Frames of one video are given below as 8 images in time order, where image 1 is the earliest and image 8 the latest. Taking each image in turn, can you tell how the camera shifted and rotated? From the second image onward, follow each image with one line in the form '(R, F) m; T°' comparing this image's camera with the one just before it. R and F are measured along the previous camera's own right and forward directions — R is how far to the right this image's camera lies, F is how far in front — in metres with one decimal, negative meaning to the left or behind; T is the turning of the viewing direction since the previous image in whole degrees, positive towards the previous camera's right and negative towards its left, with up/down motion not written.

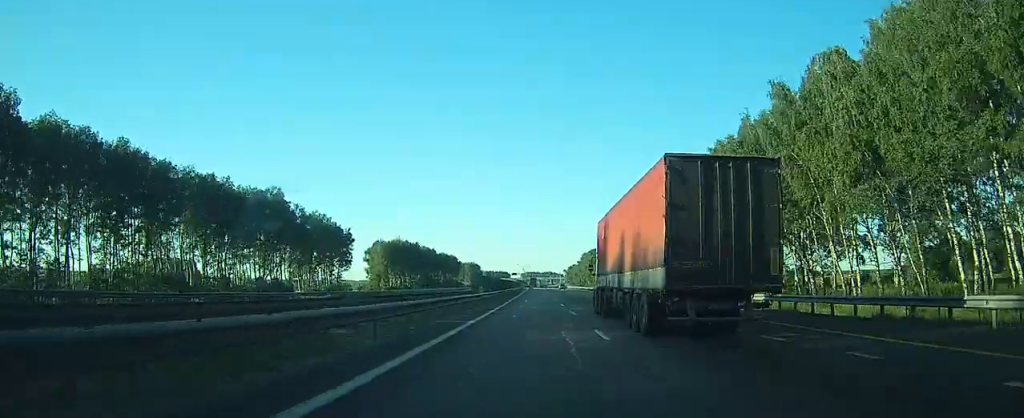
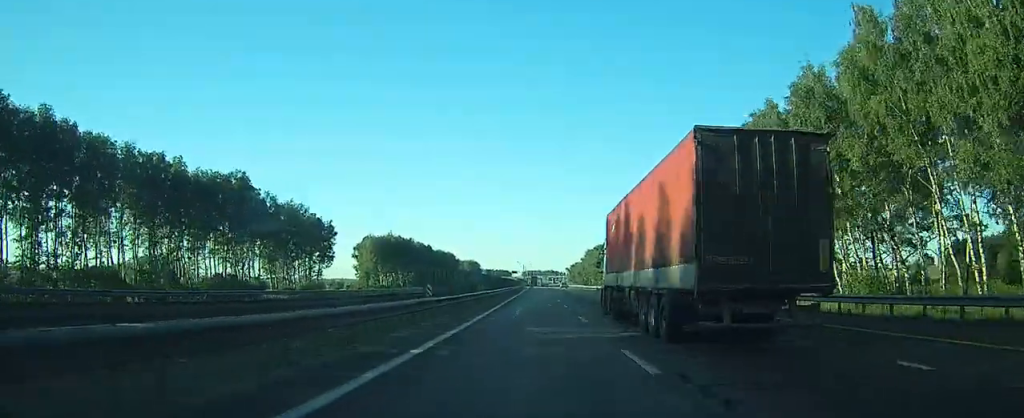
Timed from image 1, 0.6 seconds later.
(0.0, +17.6) m; 0°
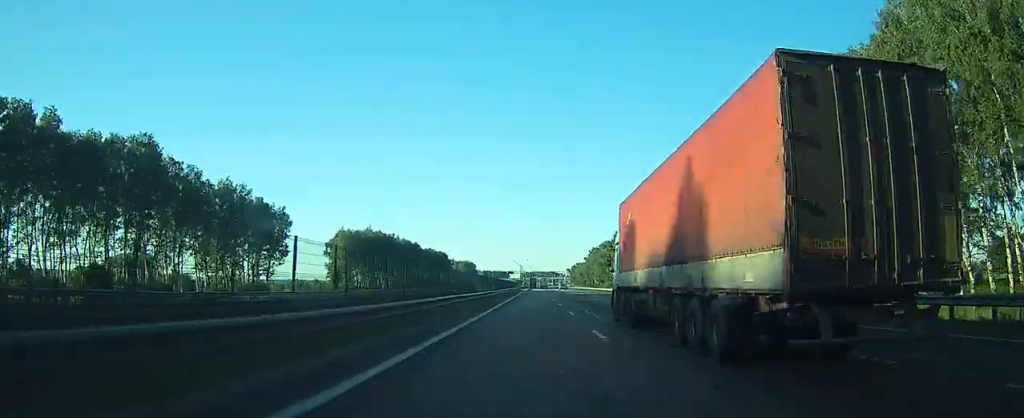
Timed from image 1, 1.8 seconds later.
(-0.1, +31.2) m; 0°
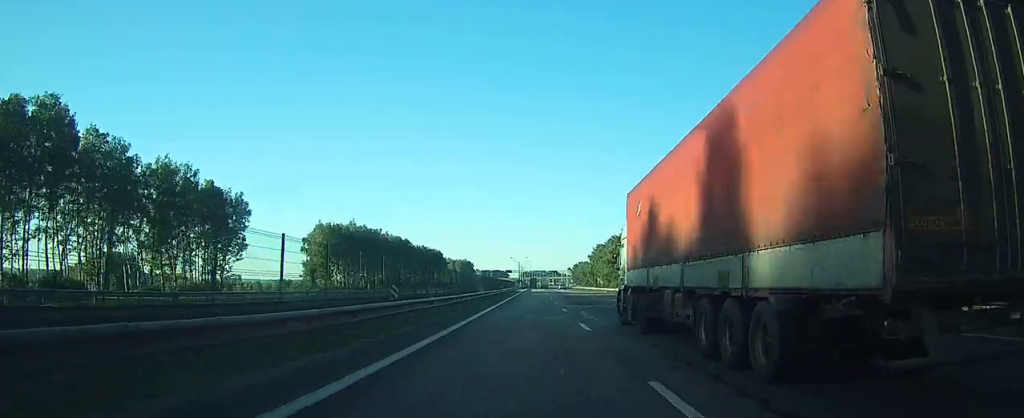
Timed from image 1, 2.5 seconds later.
(0.0, +20.9) m; 0°
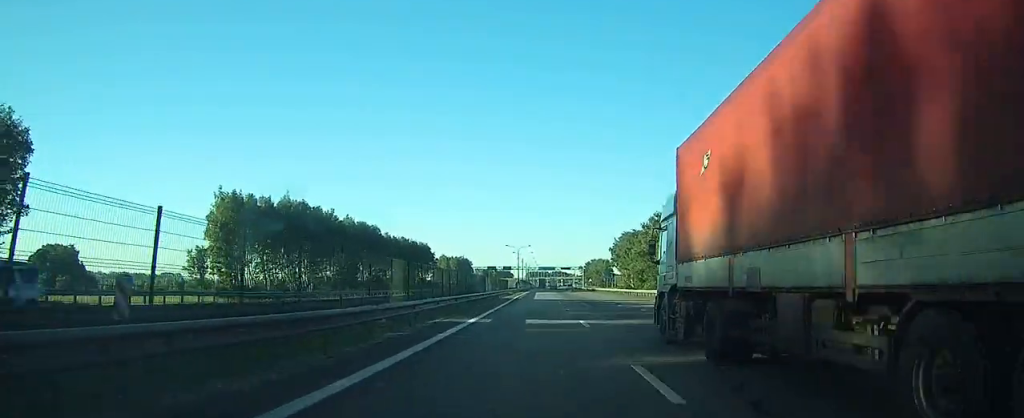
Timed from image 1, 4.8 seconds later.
(-0.6, +59.8) m; -1°
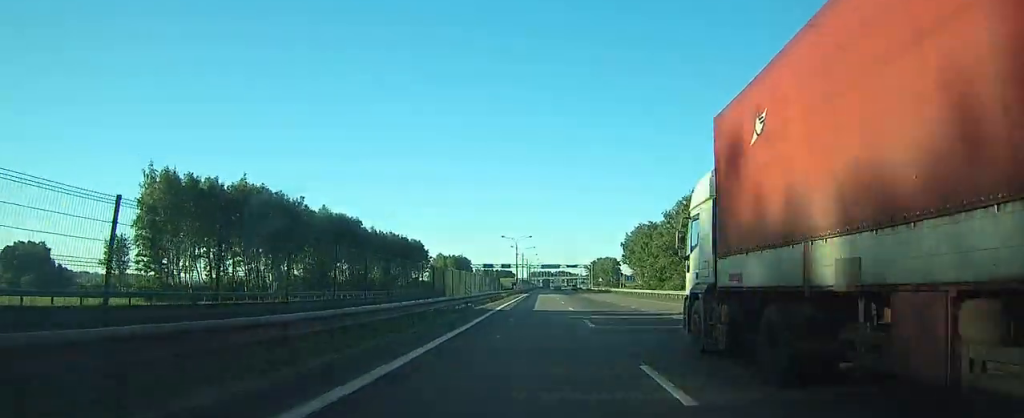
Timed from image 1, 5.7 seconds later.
(0.0, +23.9) m; 0°
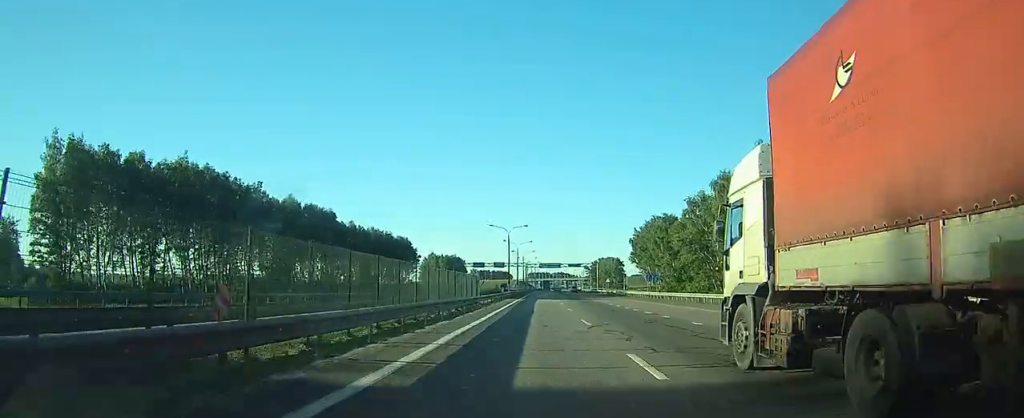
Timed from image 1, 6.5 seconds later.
(+0.1, +22.1) m; 0°
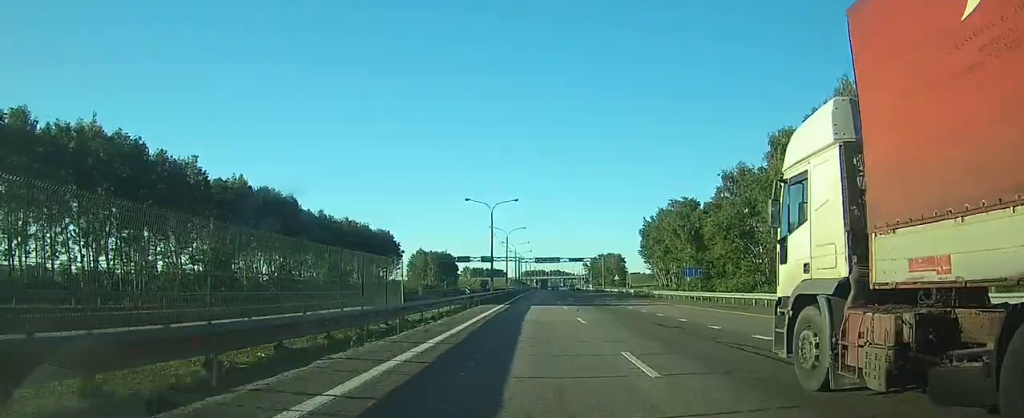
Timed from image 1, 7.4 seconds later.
(0.0, +23.8) m; 0°
